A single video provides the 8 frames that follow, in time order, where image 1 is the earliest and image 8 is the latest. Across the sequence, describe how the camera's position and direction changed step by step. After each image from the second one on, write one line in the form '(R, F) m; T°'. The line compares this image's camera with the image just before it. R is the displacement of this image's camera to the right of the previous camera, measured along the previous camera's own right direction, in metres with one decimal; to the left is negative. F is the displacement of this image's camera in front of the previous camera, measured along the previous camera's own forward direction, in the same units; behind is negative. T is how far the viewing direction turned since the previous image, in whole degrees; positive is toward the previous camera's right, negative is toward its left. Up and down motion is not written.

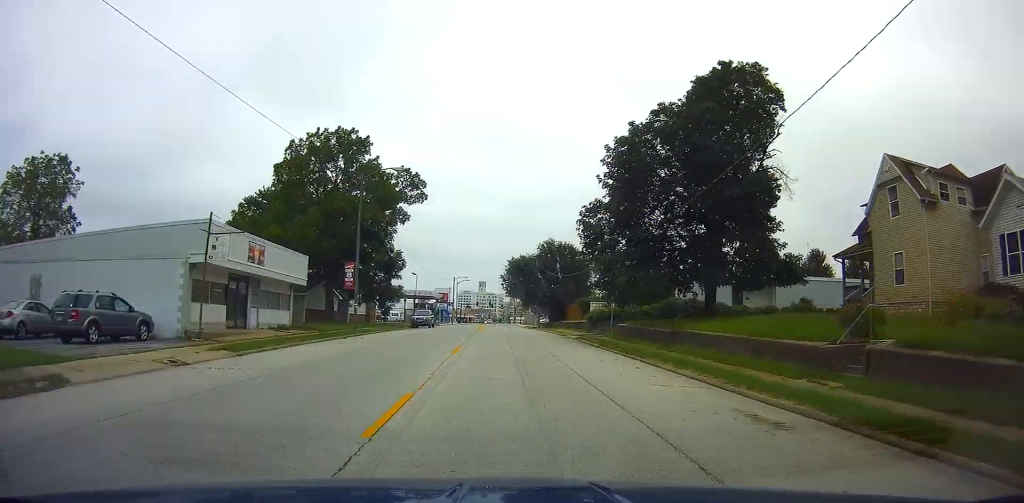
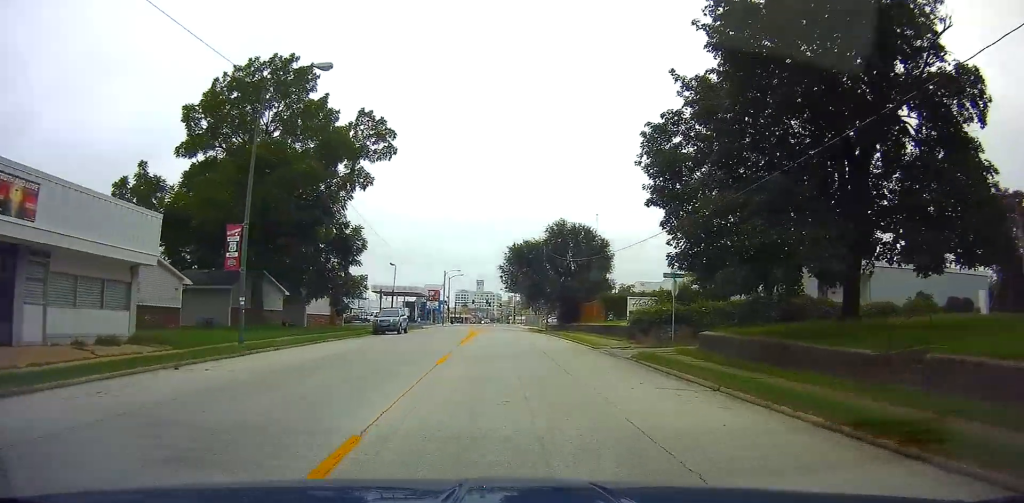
(+0.2, +15.5) m; +1°
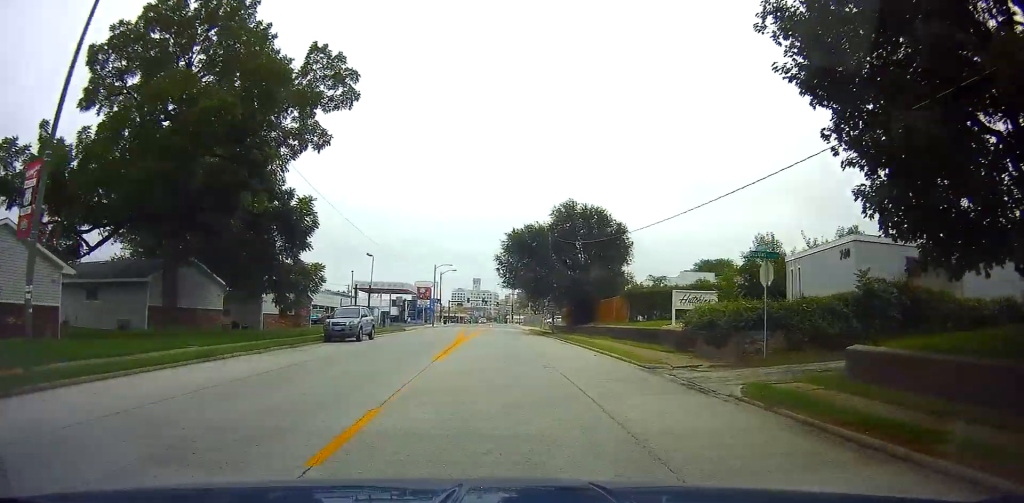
(+0.1, +10.1) m; 0°
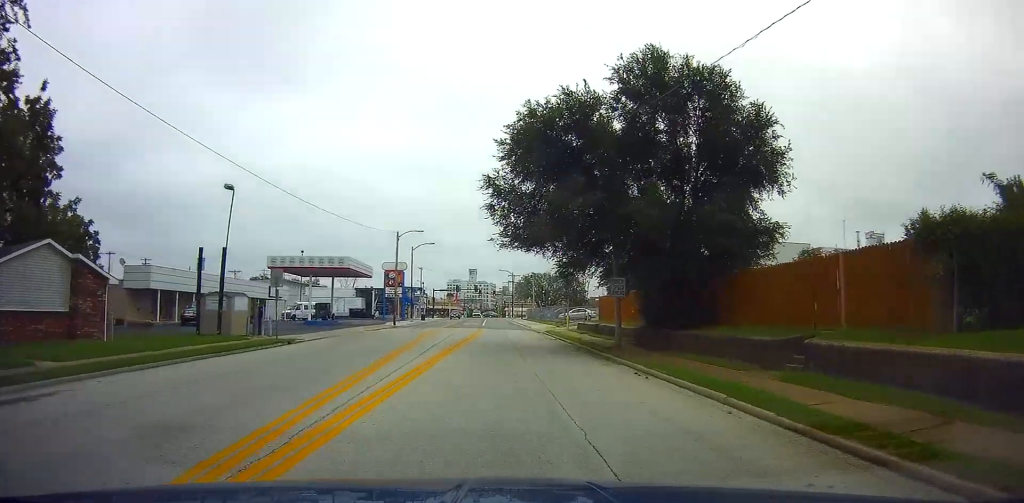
(-0.1, +29.4) m; 0°
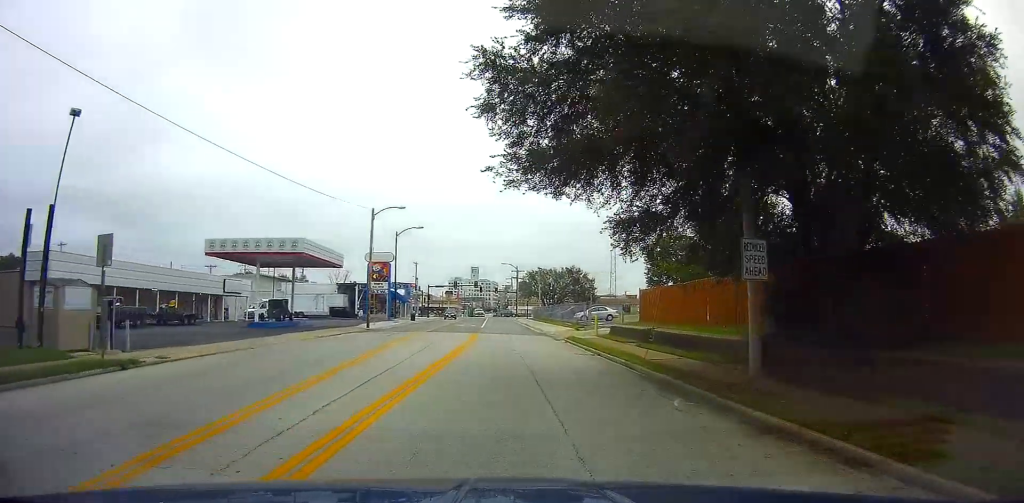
(0.0, +12.2) m; 0°
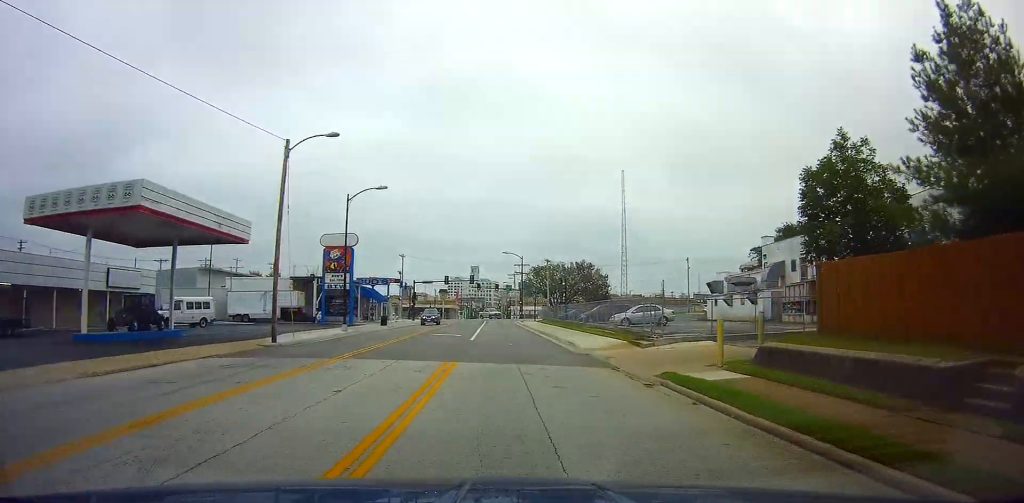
(-0.2, +18.8) m; -1°
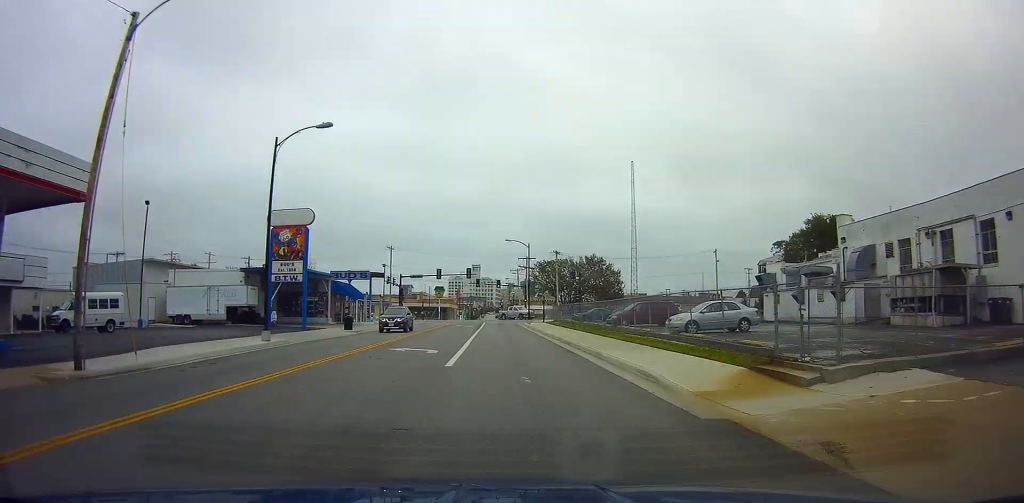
(0.0, +13.3) m; 0°
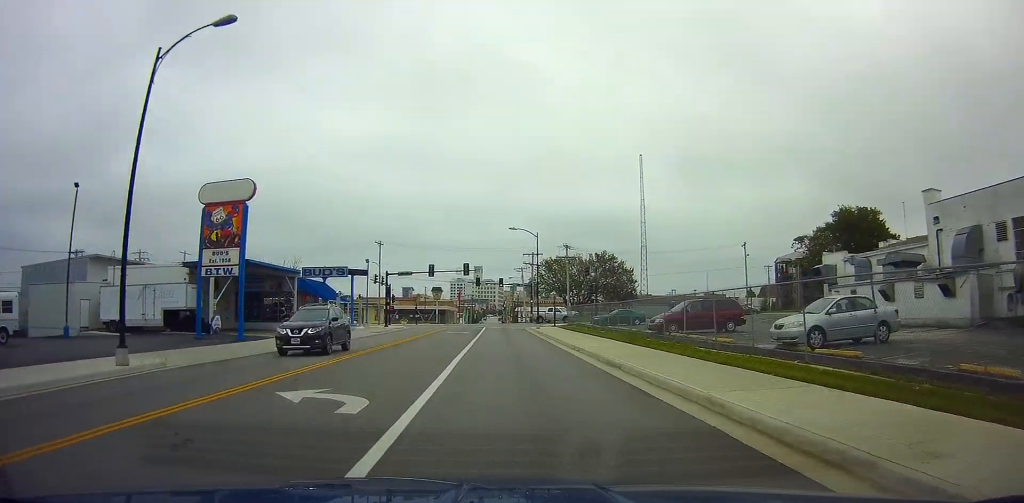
(+0.1, +10.6) m; 0°
